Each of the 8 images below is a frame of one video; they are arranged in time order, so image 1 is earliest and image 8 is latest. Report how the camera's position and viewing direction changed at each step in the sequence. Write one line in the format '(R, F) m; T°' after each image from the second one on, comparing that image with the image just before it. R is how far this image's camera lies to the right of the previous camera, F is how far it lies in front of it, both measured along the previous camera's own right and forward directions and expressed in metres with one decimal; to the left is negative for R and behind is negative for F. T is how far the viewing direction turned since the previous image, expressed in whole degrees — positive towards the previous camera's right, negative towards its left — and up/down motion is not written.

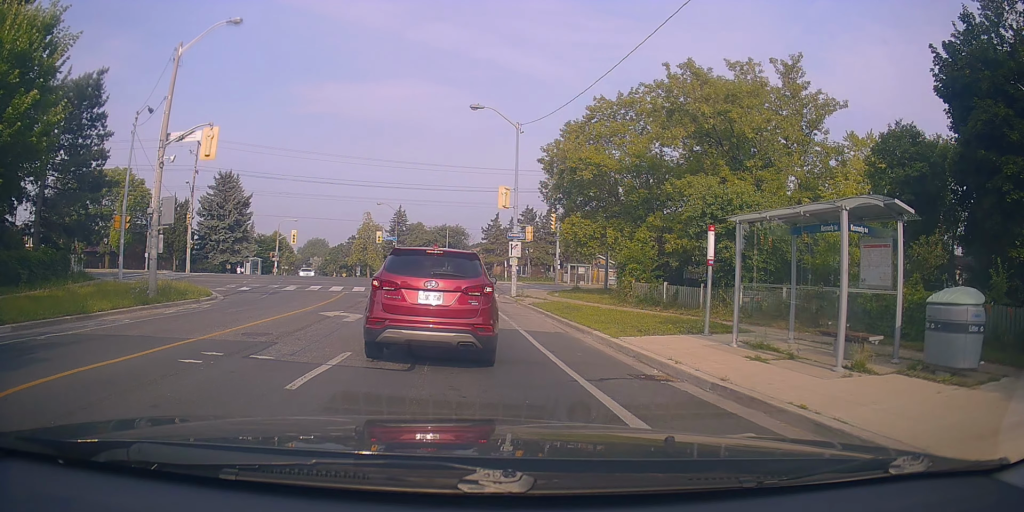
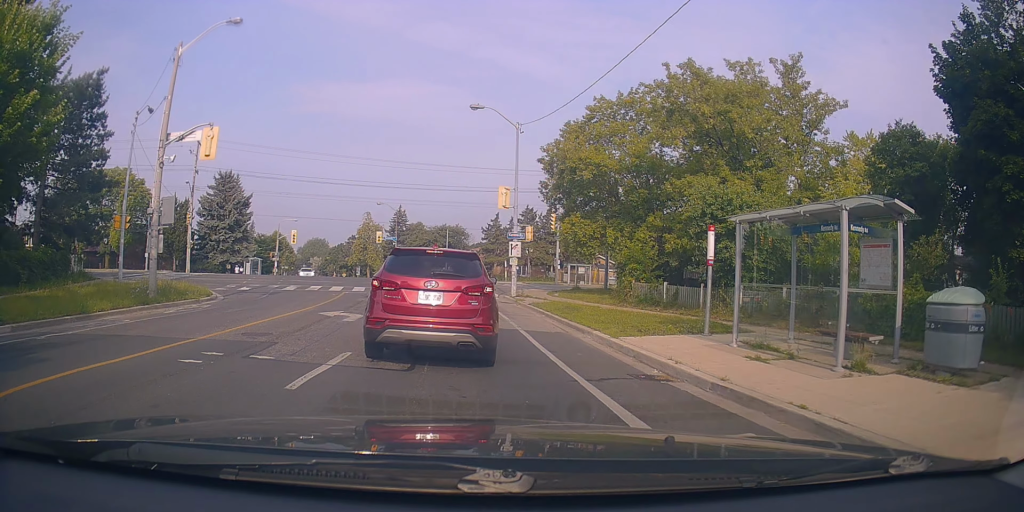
(0.0, 0.0) m; 0°
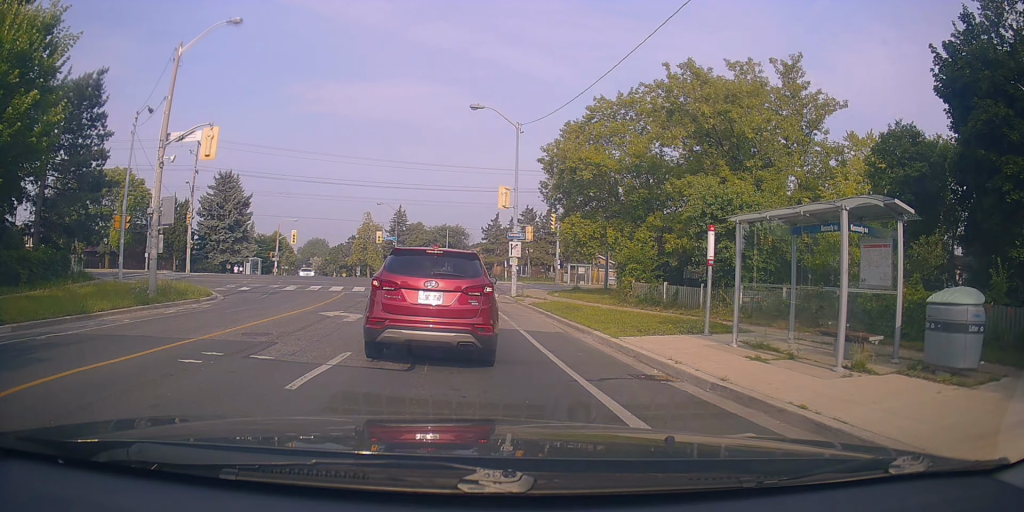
(0.0, 0.0) m; 0°
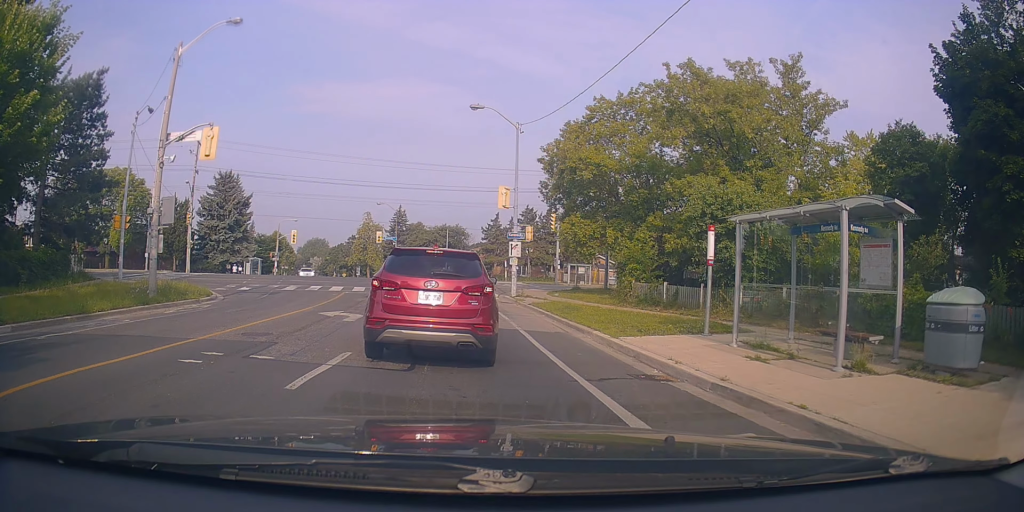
(0.0, 0.0) m; 0°
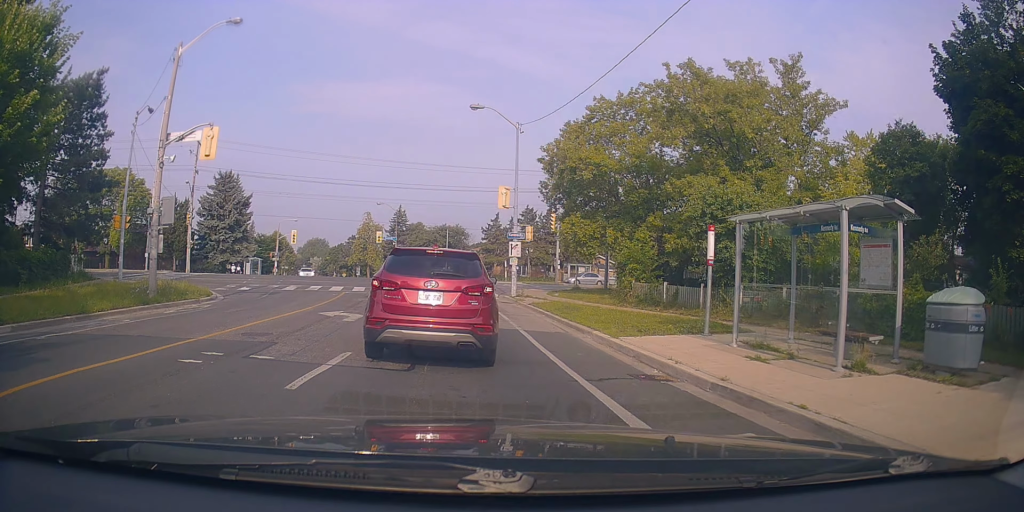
(0.0, 0.0) m; 0°
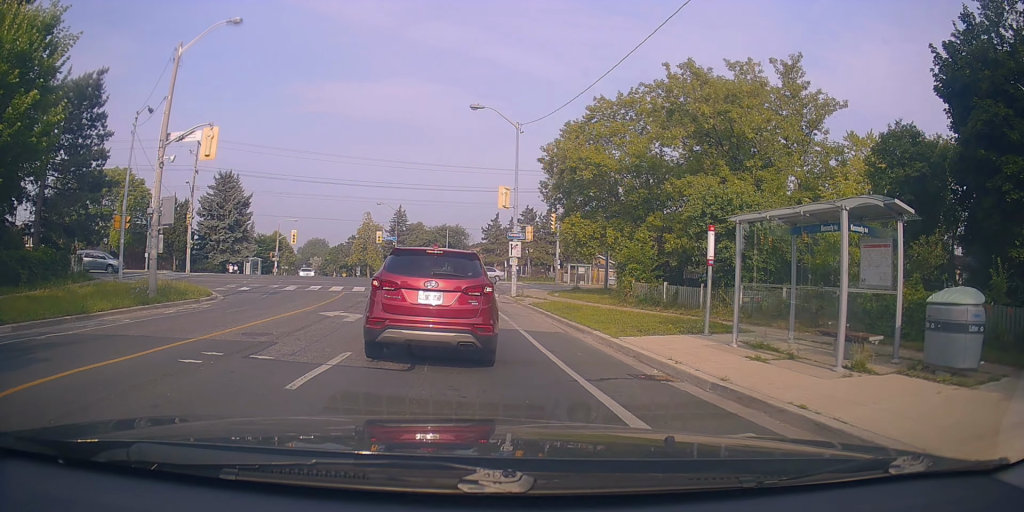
(0.0, 0.0) m; 0°
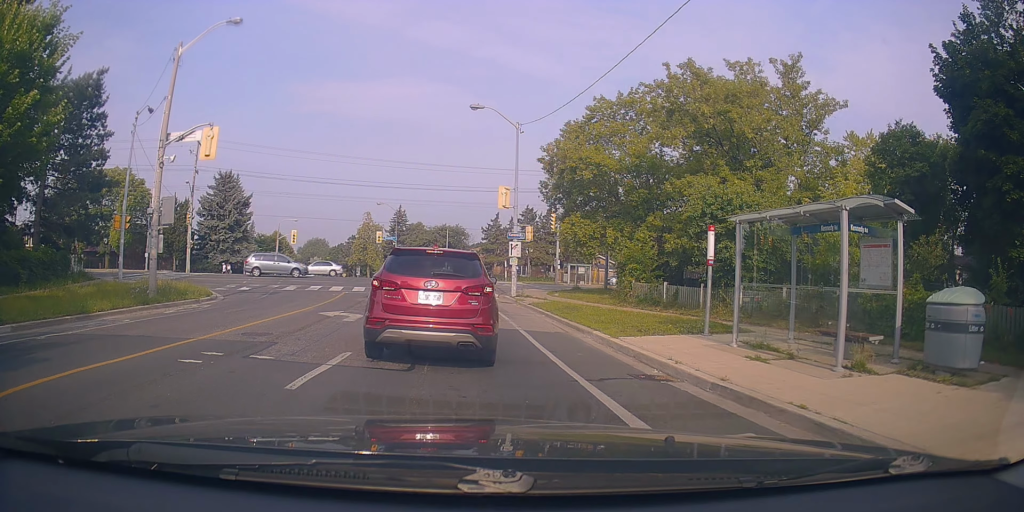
(0.0, 0.0) m; 0°
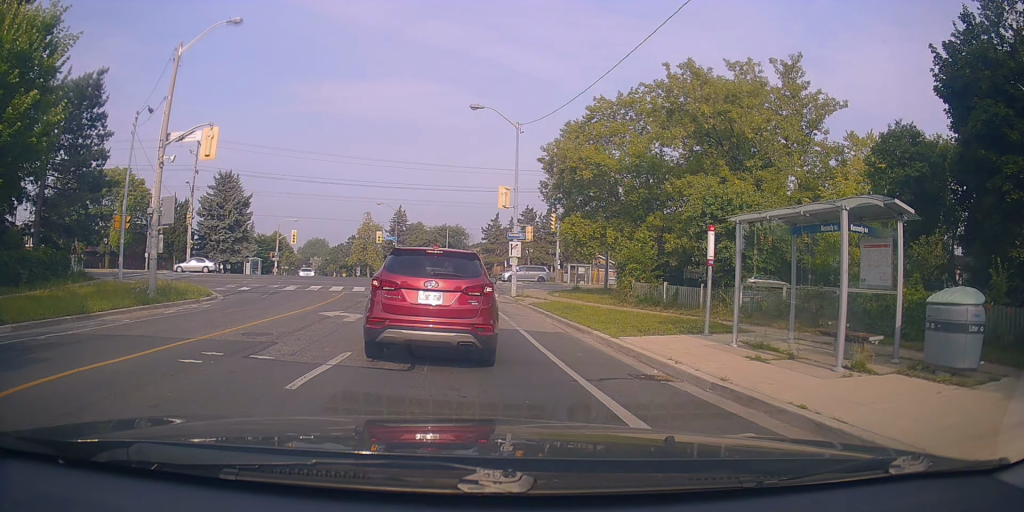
(0.0, 0.0) m; 0°
